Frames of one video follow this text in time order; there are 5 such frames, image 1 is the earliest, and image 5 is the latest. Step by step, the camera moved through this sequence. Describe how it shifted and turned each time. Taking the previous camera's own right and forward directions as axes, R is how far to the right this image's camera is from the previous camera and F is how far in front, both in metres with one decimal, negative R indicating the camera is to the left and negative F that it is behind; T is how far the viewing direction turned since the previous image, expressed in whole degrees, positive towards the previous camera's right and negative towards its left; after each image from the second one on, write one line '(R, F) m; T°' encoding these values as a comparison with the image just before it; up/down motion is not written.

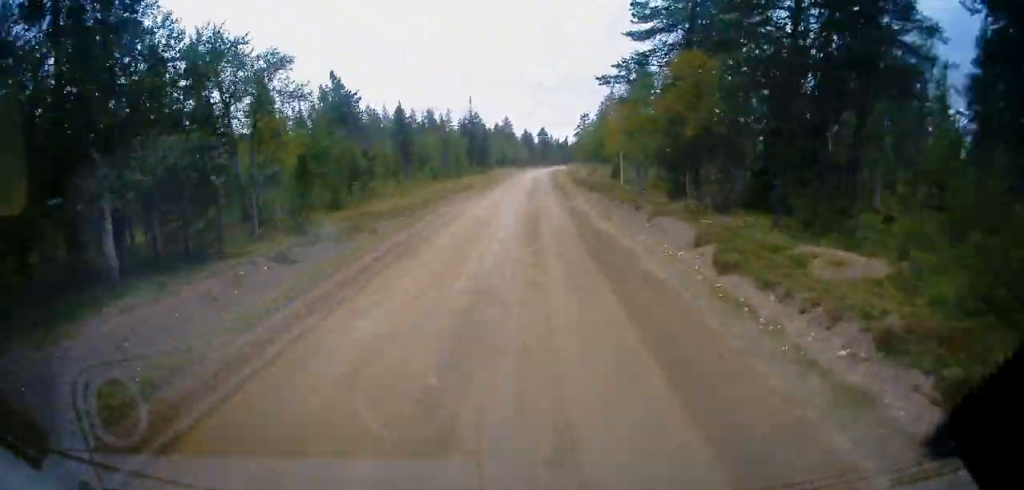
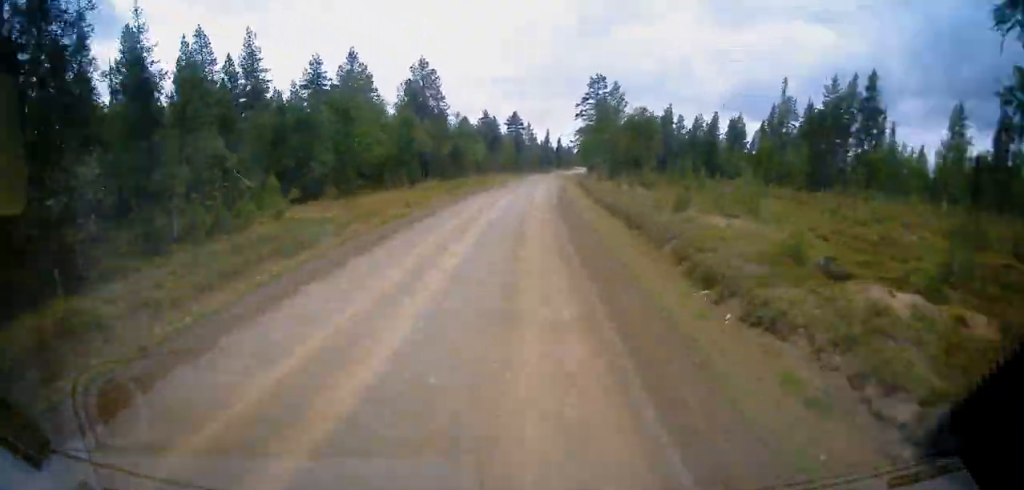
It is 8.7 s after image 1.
(-0.1, +90.6) m; +4°
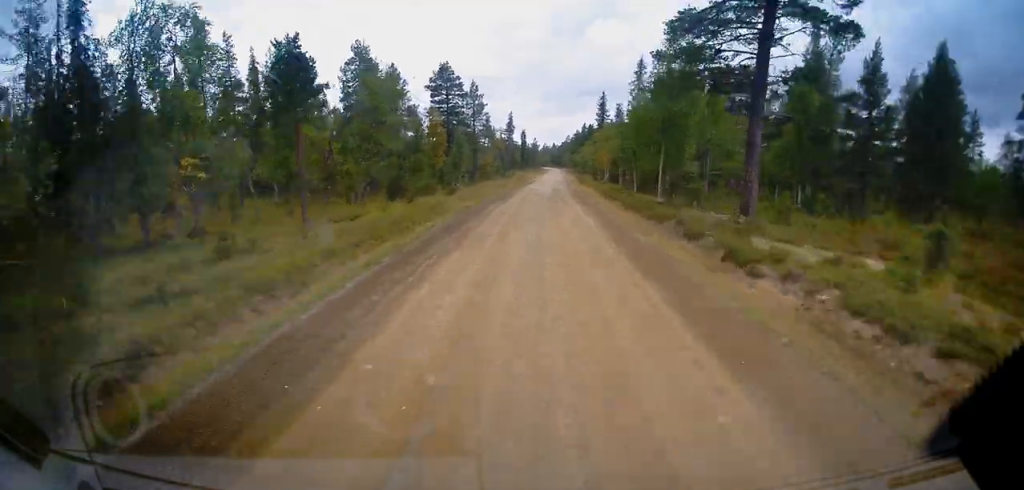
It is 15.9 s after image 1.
(+14.7, +73.4) m; +5°
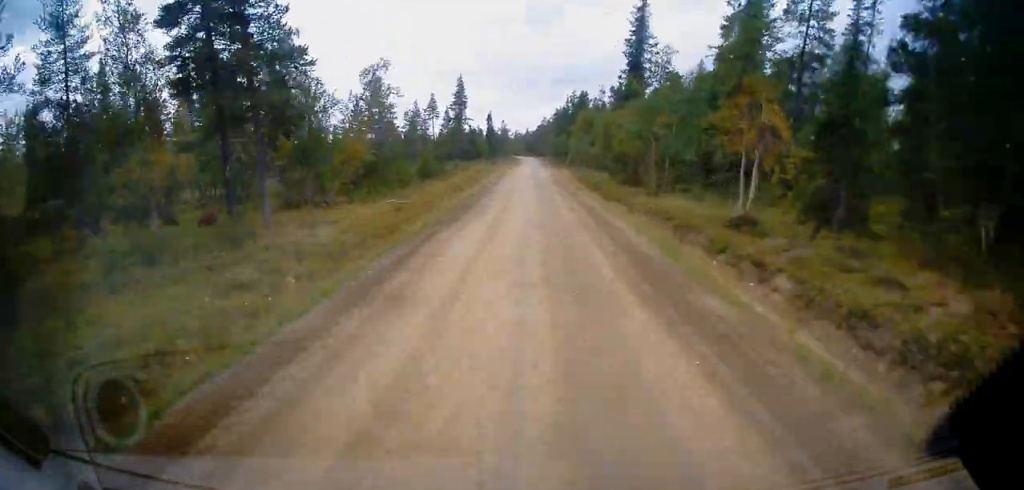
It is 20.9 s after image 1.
(-13.3, +51.3) m; -12°
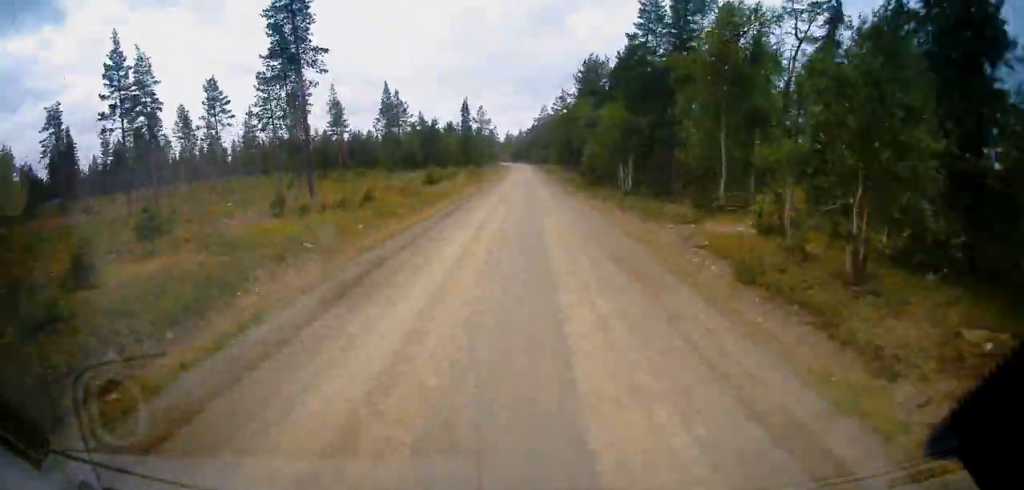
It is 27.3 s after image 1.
(+8.9, +68.6) m; +10°
